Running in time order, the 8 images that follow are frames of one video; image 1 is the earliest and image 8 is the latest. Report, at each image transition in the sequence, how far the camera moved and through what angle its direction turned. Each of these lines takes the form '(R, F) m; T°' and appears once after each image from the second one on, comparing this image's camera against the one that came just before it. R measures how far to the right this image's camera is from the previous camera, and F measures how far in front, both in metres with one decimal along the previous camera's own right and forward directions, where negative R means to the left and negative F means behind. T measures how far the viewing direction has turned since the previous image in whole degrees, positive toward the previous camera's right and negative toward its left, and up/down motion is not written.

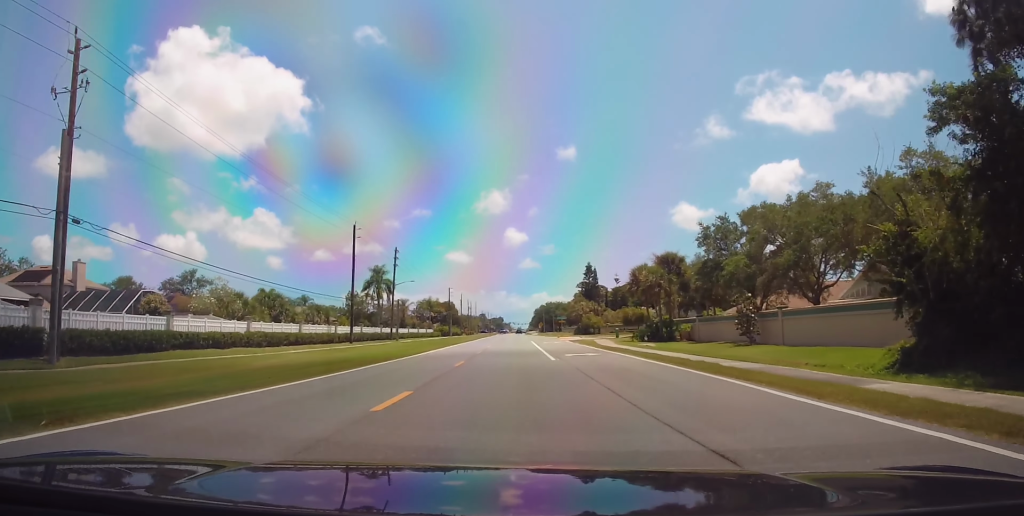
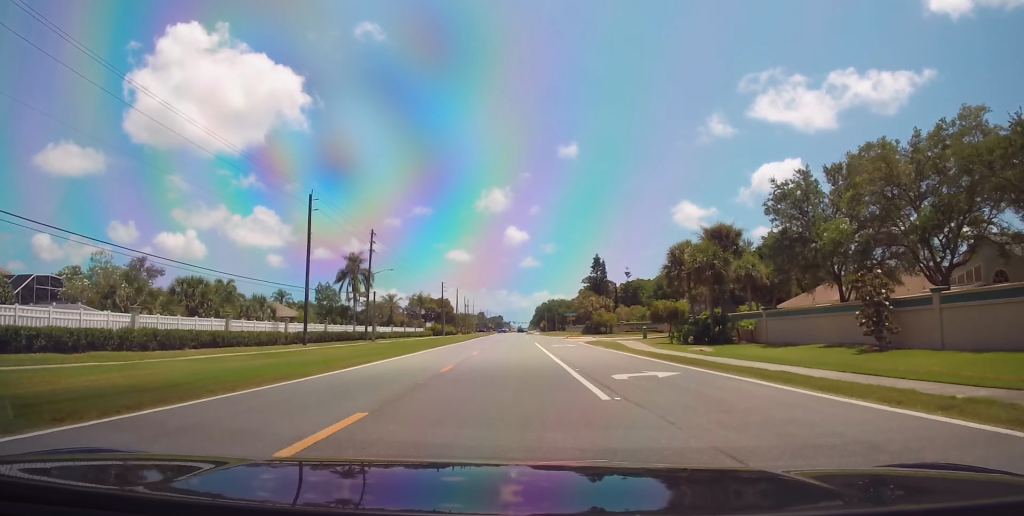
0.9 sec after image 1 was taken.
(0.0, +15.7) m; 0°
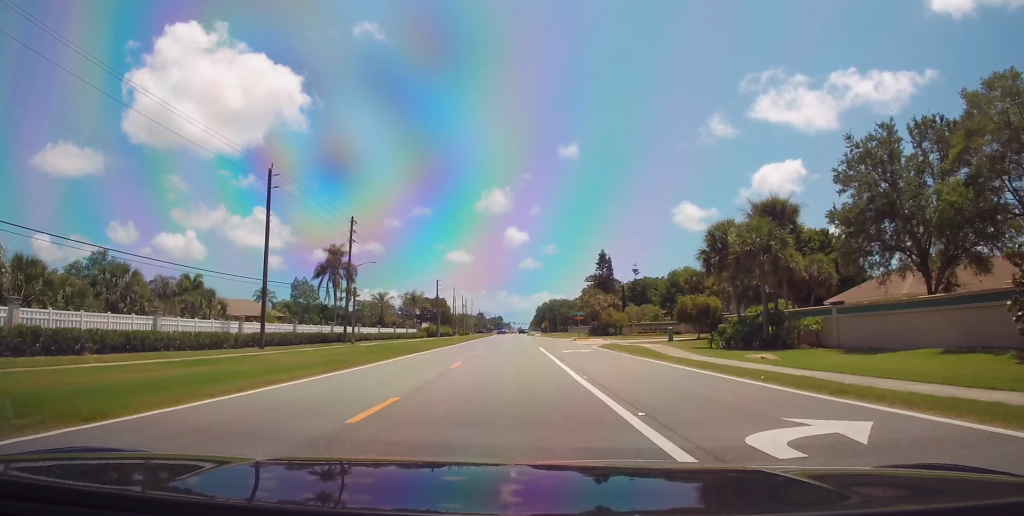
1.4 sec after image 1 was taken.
(0.0, +9.7) m; 0°
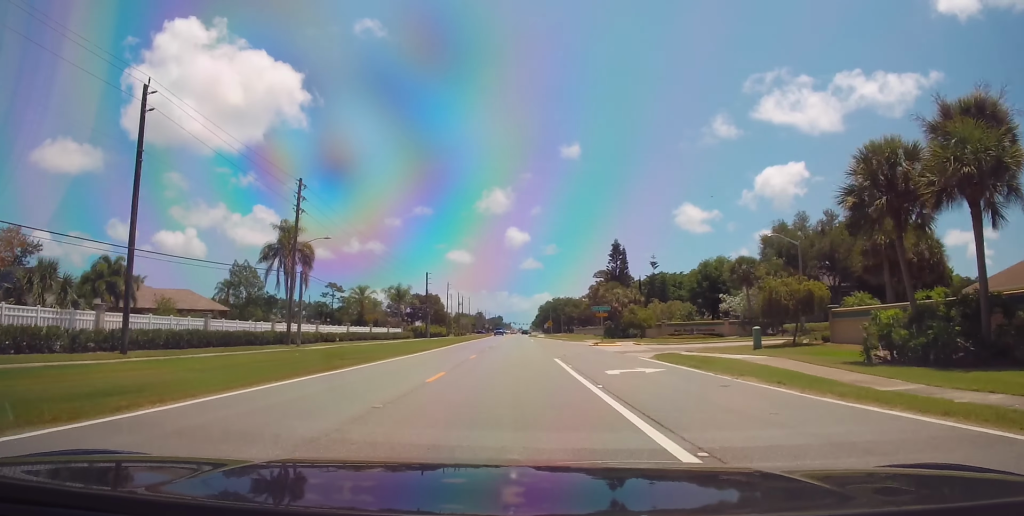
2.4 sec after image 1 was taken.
(0.0, +17.4) m; 0°
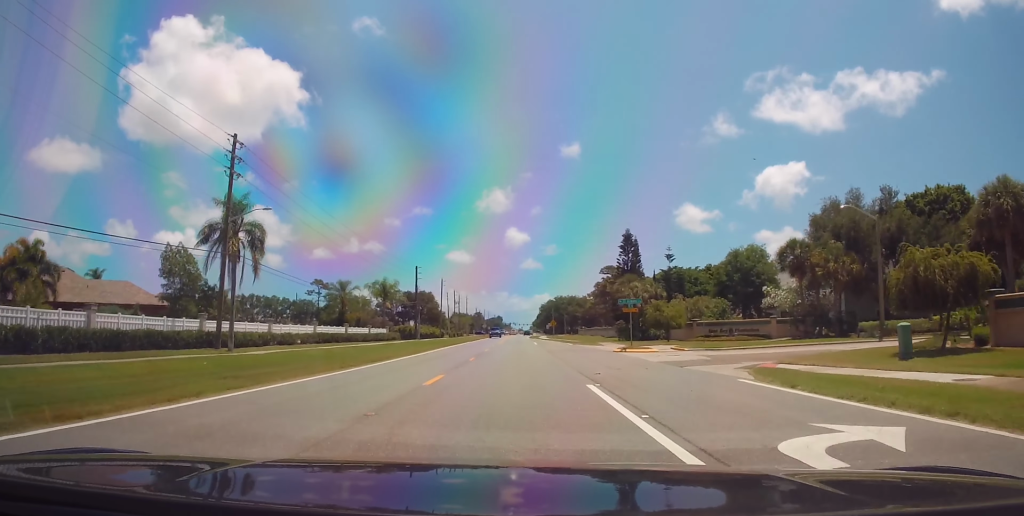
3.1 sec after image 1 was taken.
(0.0, +12.5) m; 0°
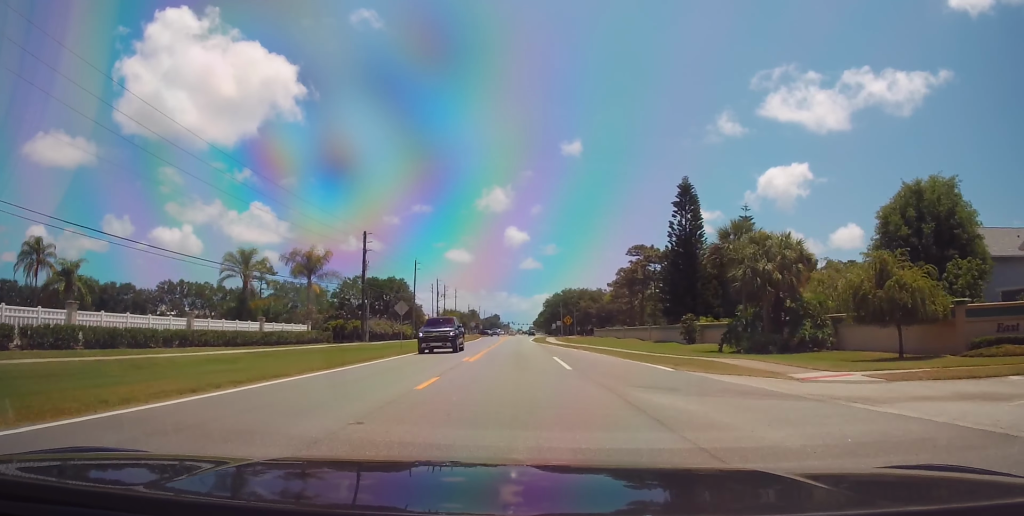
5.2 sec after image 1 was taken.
(-0.7, +37.1) m; -2°
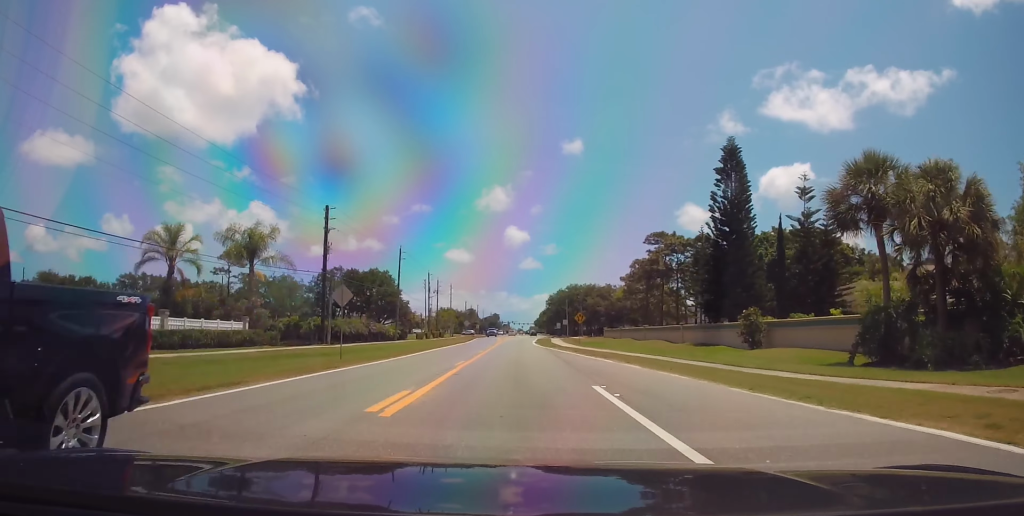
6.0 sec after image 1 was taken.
(+0.1, +15.0) m; +1°
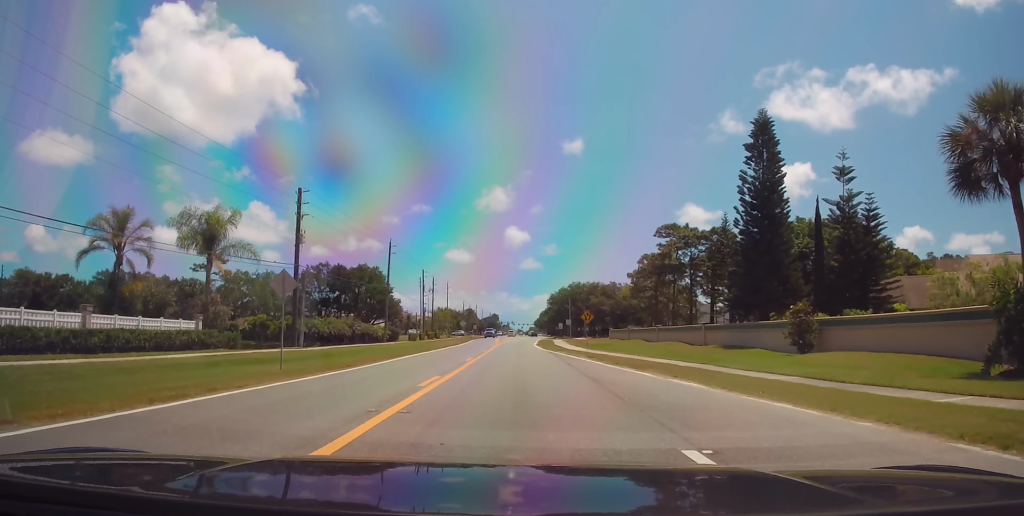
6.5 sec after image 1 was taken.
(+0.1, +7.5) m; +1°
